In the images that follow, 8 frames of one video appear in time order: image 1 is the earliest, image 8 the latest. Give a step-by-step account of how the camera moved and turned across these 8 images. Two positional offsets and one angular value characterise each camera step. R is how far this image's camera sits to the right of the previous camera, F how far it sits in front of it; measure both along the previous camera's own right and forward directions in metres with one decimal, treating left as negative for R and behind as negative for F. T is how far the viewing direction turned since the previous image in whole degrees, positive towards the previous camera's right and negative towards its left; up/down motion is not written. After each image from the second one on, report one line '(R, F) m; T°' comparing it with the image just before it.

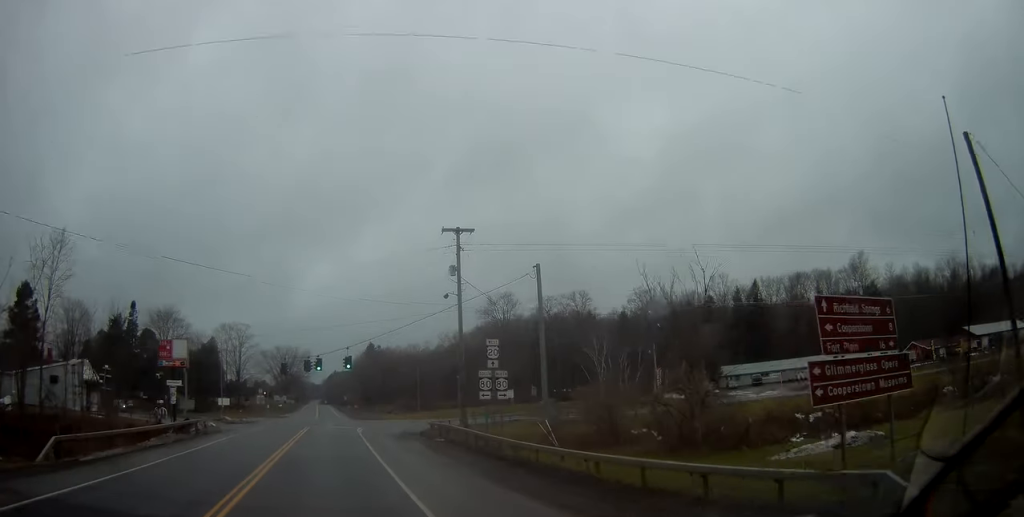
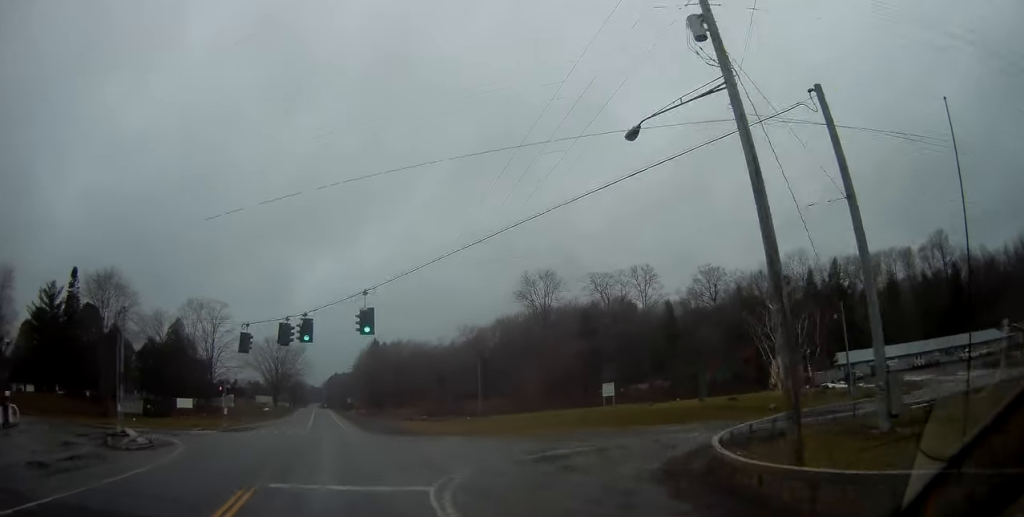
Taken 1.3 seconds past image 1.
(-0.1, +30.1) m; 0°
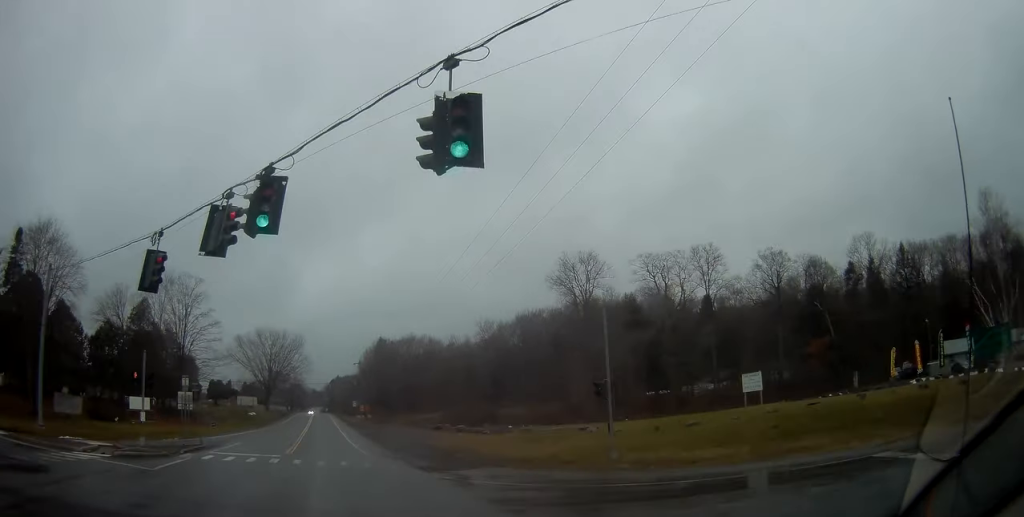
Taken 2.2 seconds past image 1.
(+0.1, +20.4) m; 0°
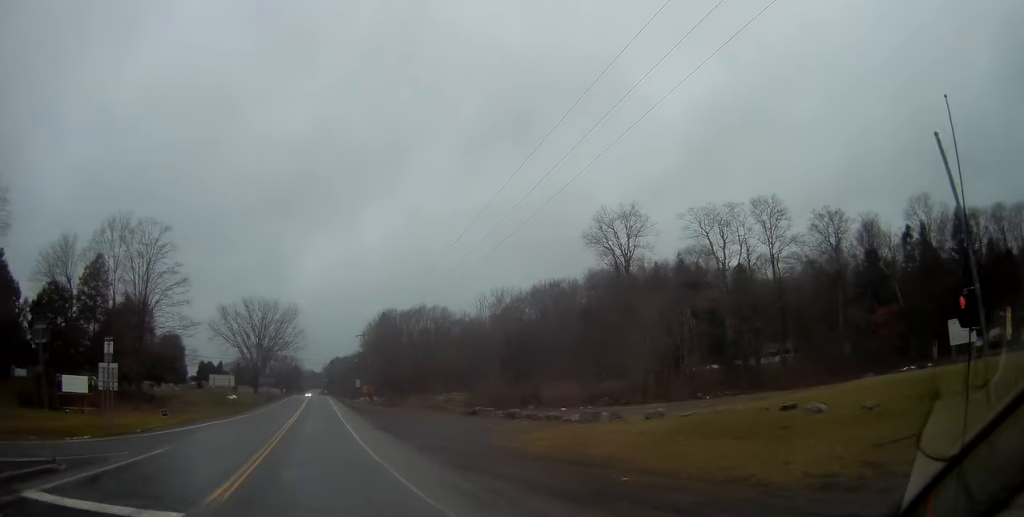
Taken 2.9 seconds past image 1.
(0.0, +16.7) m; 0°
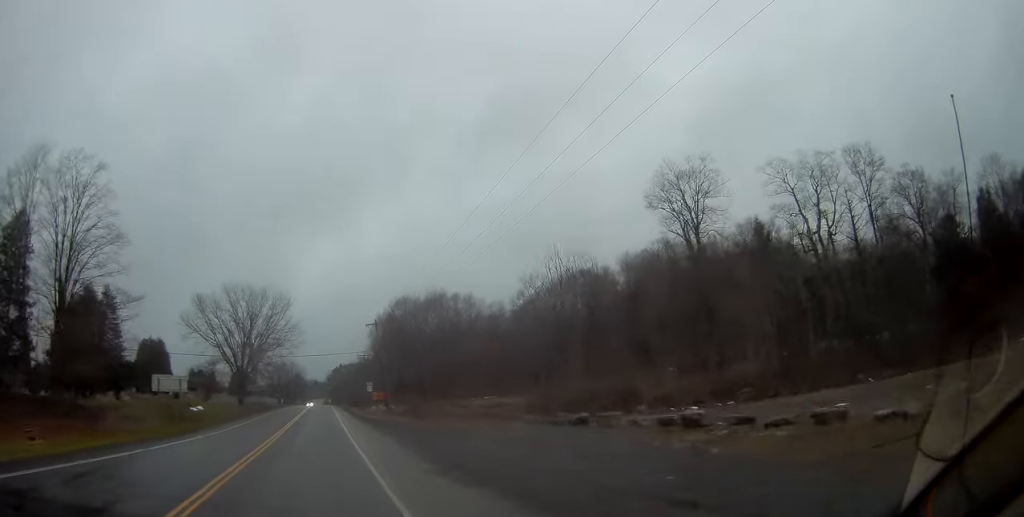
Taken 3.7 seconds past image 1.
(-0.3, +20.1) m; 0°
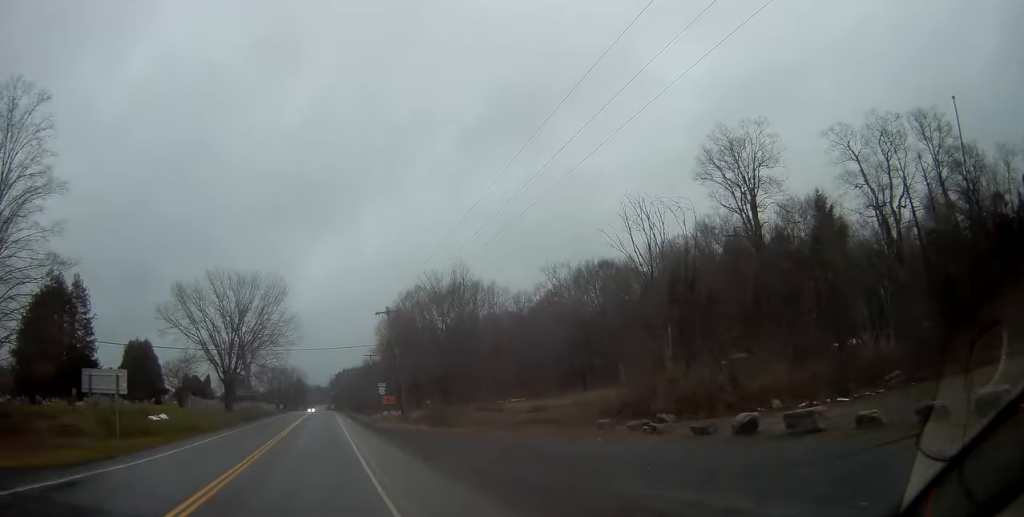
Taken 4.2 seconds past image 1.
(+0.3, +12.2) m; 0°
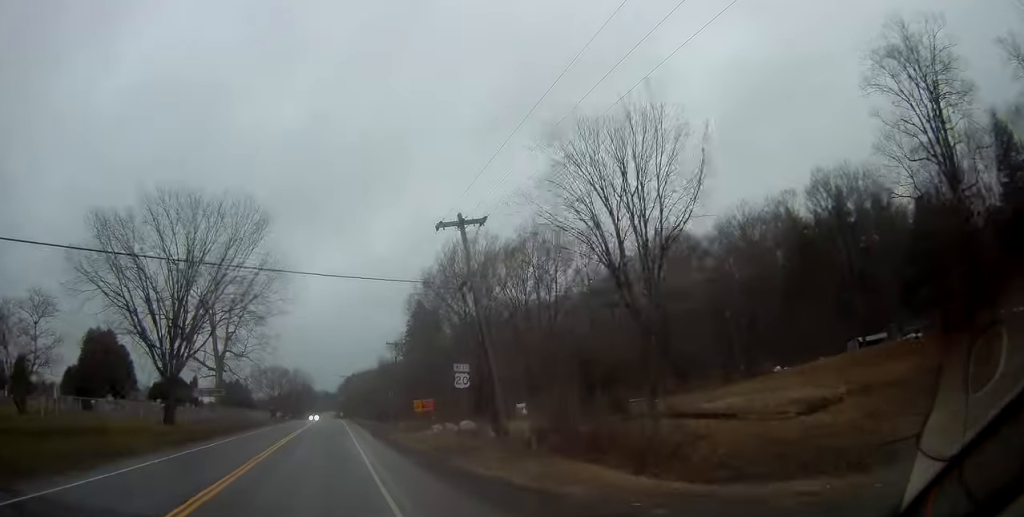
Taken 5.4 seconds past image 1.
(-0.3, +28.6) m; -1°
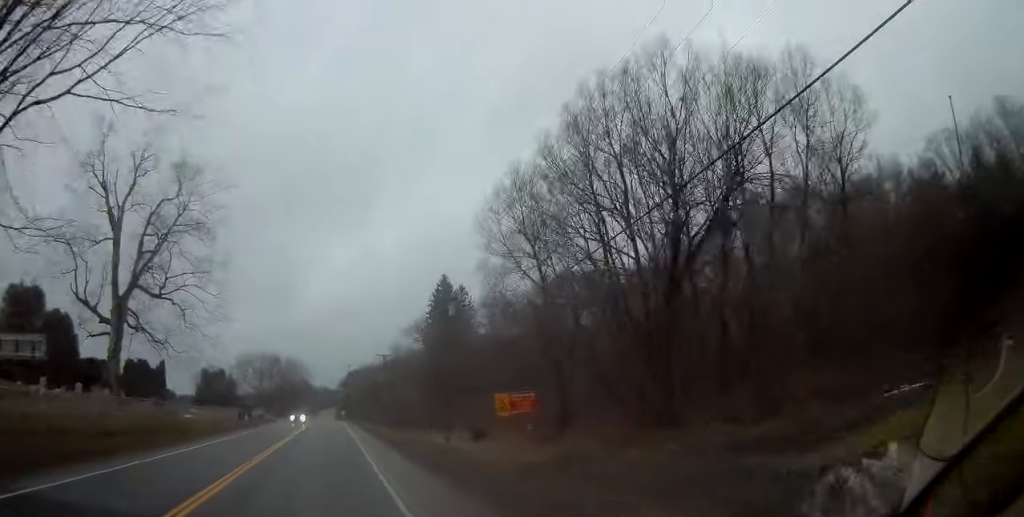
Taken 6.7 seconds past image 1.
(-0.1, +32.0) m; 0°
